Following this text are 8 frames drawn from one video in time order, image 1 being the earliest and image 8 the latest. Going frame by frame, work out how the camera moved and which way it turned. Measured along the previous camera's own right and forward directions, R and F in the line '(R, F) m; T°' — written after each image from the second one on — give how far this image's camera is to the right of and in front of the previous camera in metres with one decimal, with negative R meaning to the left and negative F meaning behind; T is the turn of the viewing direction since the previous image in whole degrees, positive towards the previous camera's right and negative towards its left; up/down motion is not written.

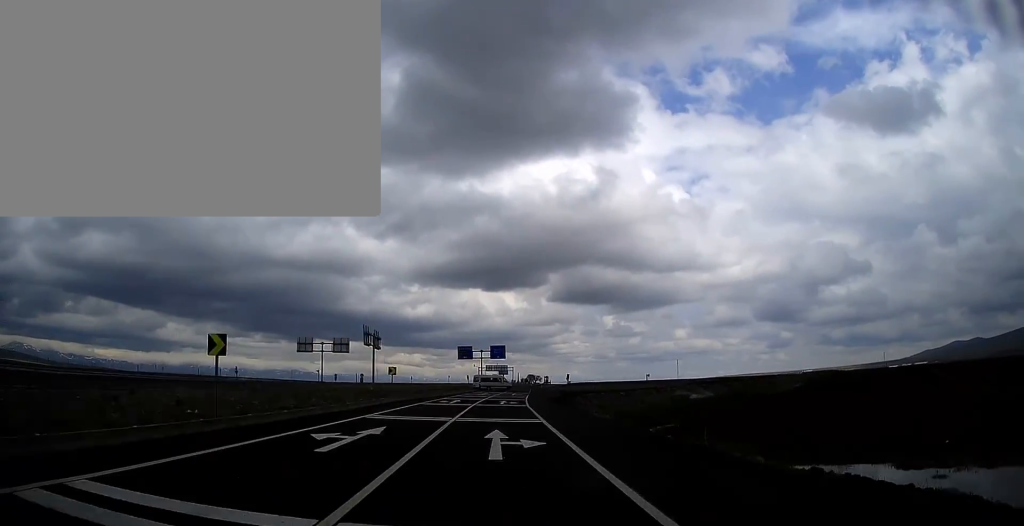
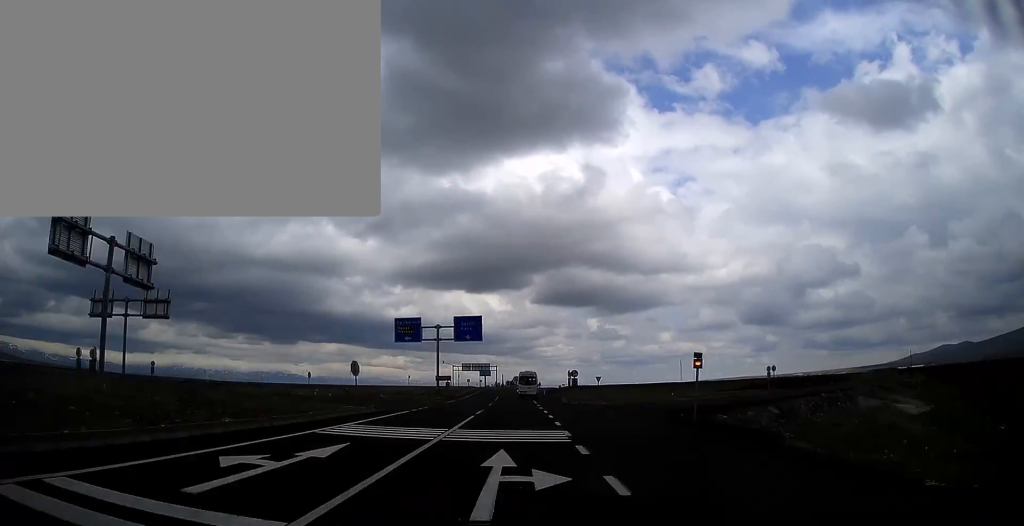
(+0.2, +63.5) m; +1°
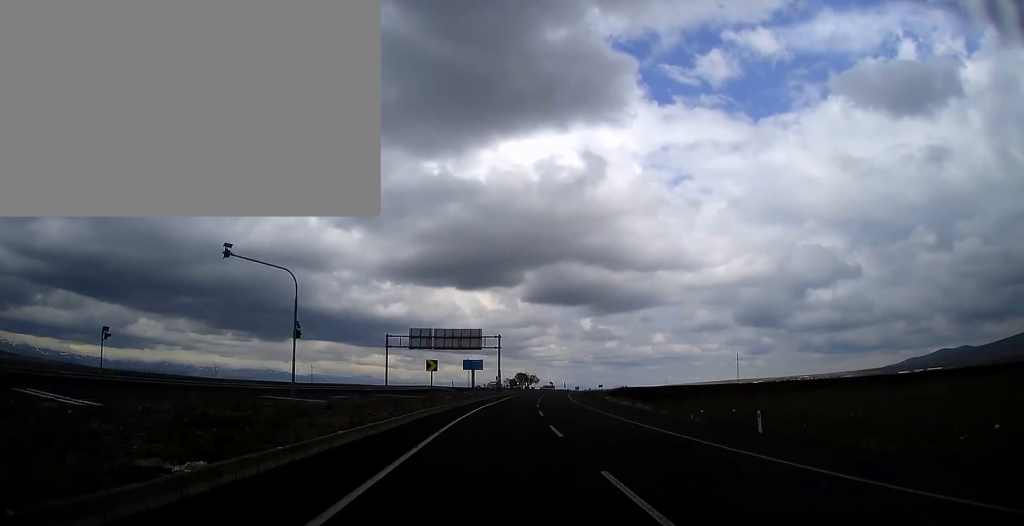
(+4.0, +143.2) m; +5°
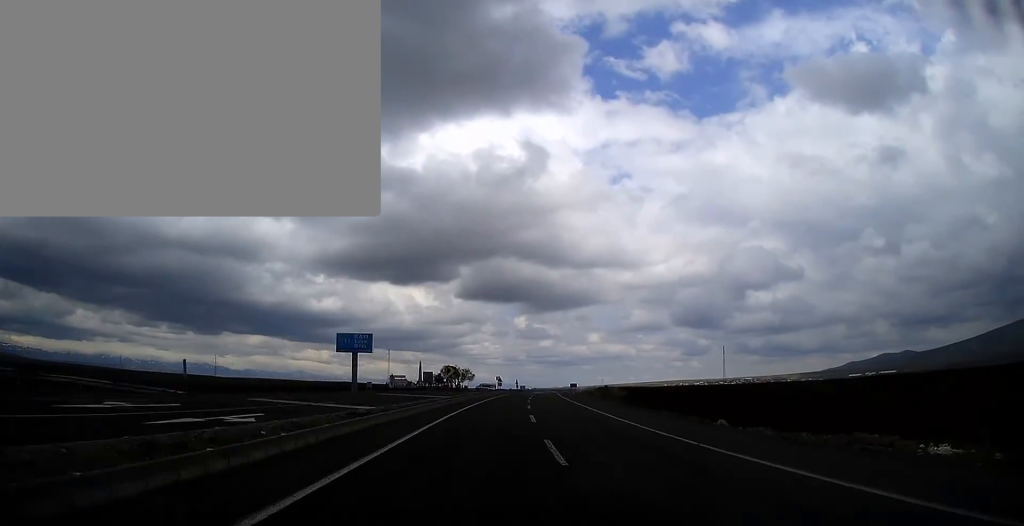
(+2.1, +86.5) m; +4°
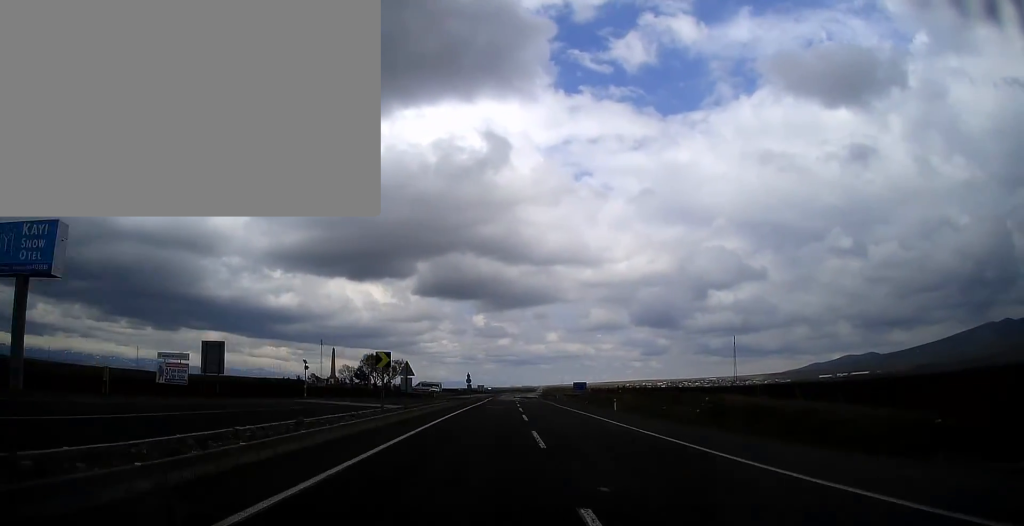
(+3.5, +76.5) m; +3°
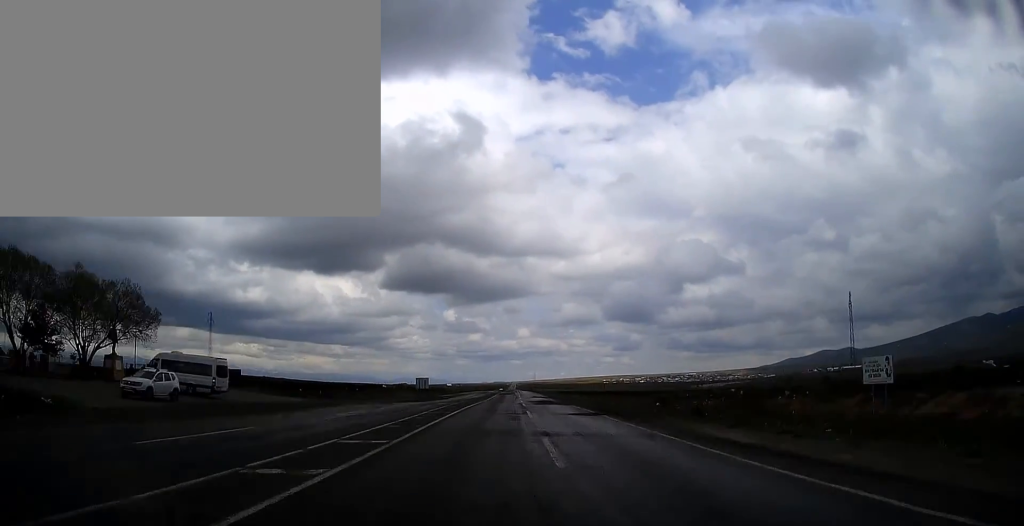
(+3.2, +84.2) m; +4°
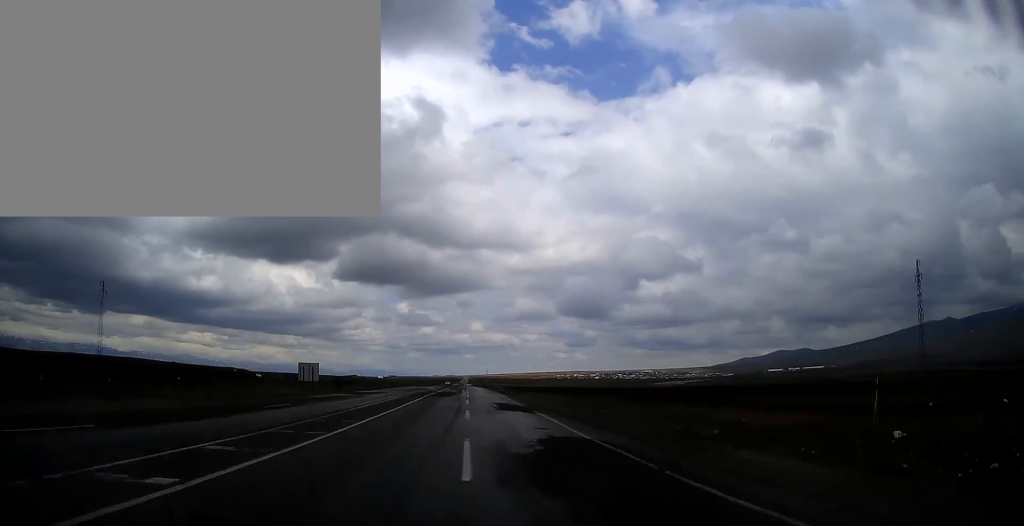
(+0.5, +30.5) m; +1°
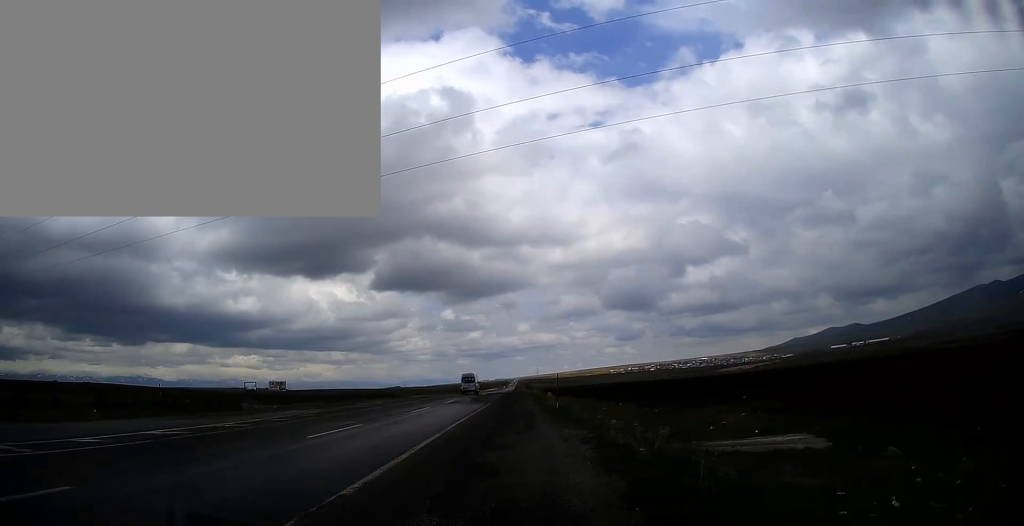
(+1.4, +75.0) m; -2°
